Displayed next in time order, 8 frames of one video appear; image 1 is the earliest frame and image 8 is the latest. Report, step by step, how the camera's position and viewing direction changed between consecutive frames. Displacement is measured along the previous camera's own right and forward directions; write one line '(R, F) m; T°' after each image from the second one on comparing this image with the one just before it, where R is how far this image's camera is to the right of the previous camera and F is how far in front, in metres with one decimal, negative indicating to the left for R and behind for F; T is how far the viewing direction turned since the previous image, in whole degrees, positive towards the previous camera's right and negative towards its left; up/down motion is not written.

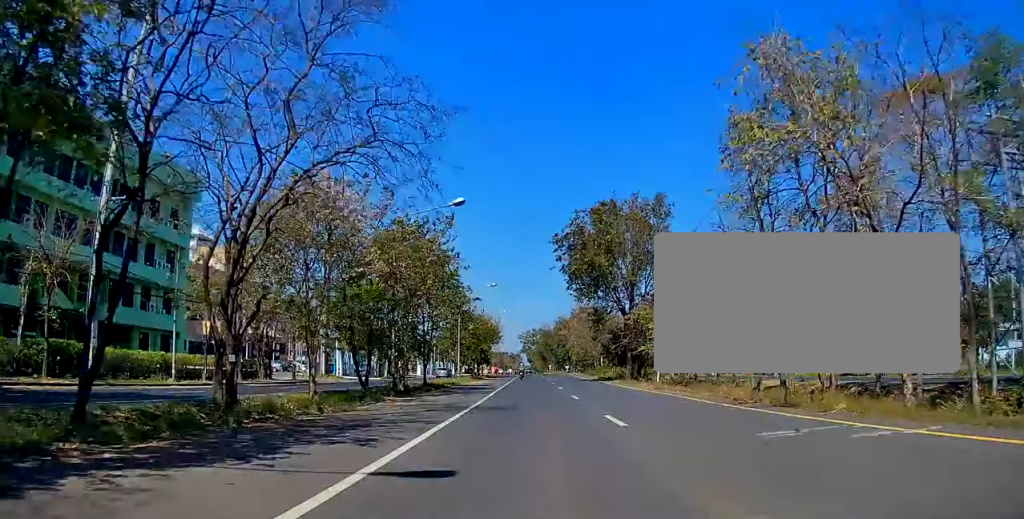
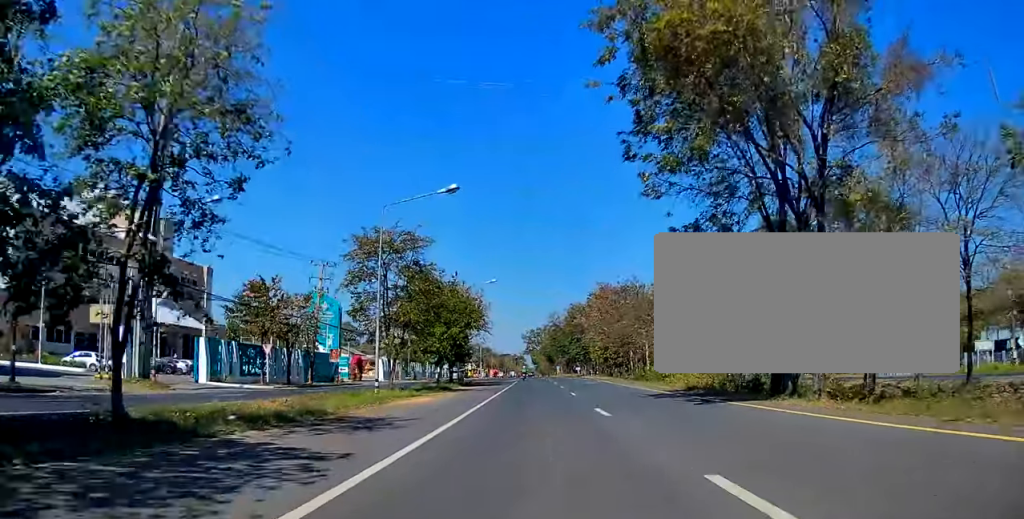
(0.0, +34.2) m; +2°
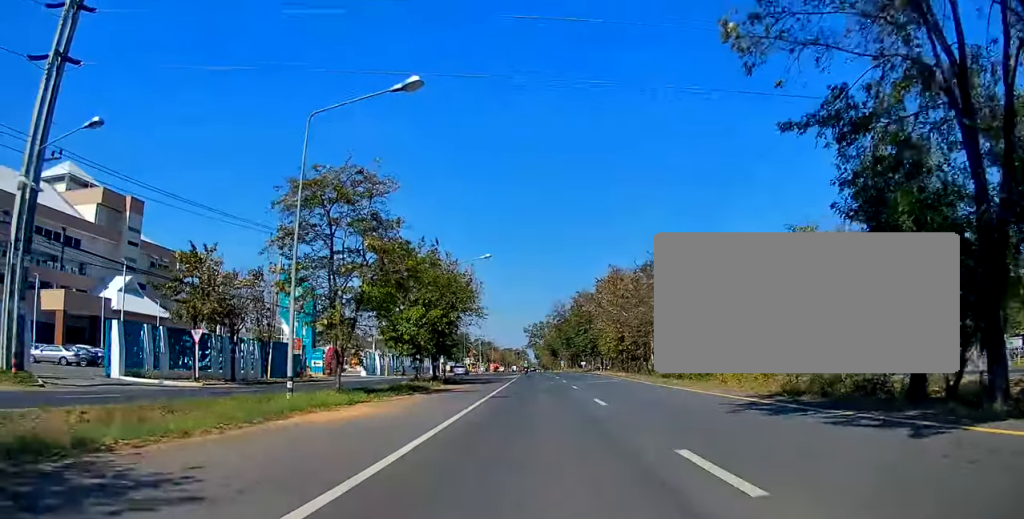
(+0.1, +10.6) m; 0°
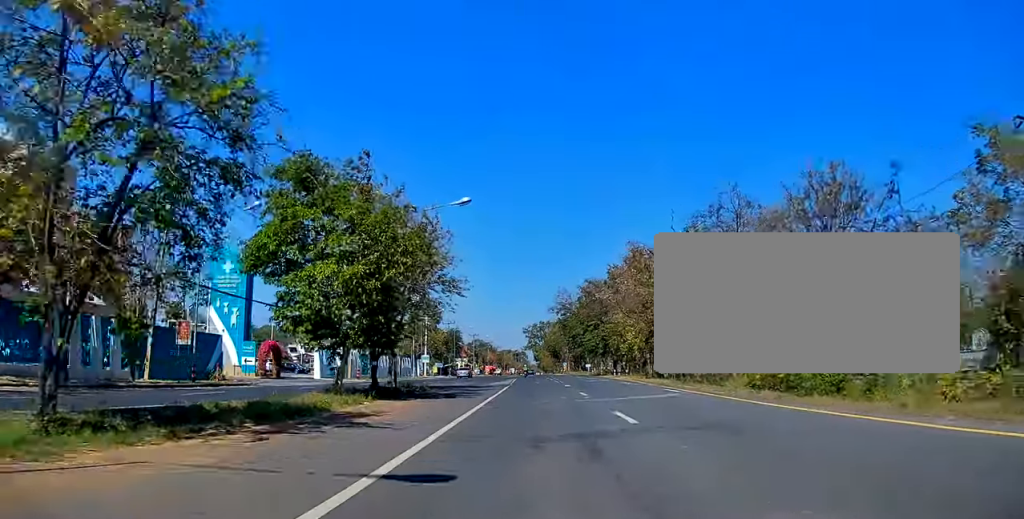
(0.0, +16.8) m; 0°
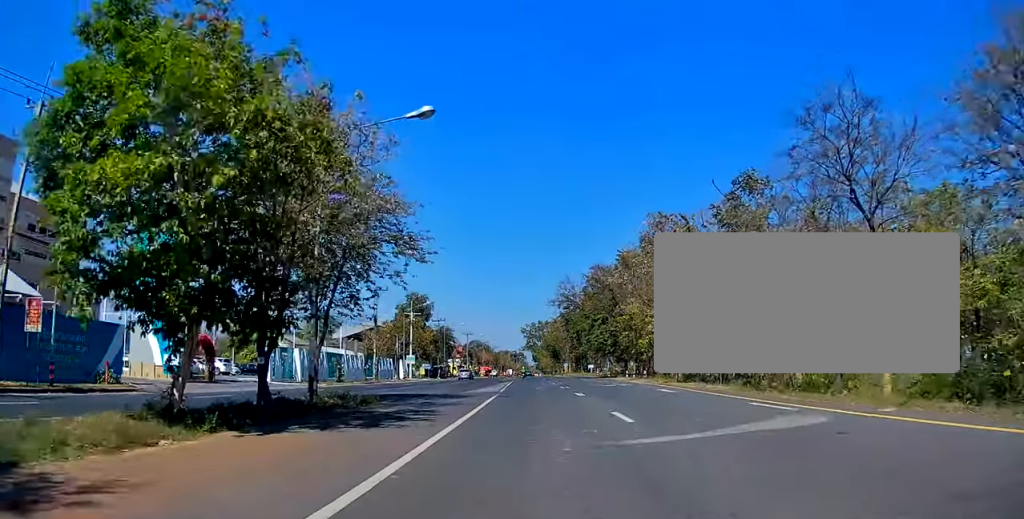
(0.0, +11.5) m; 0°
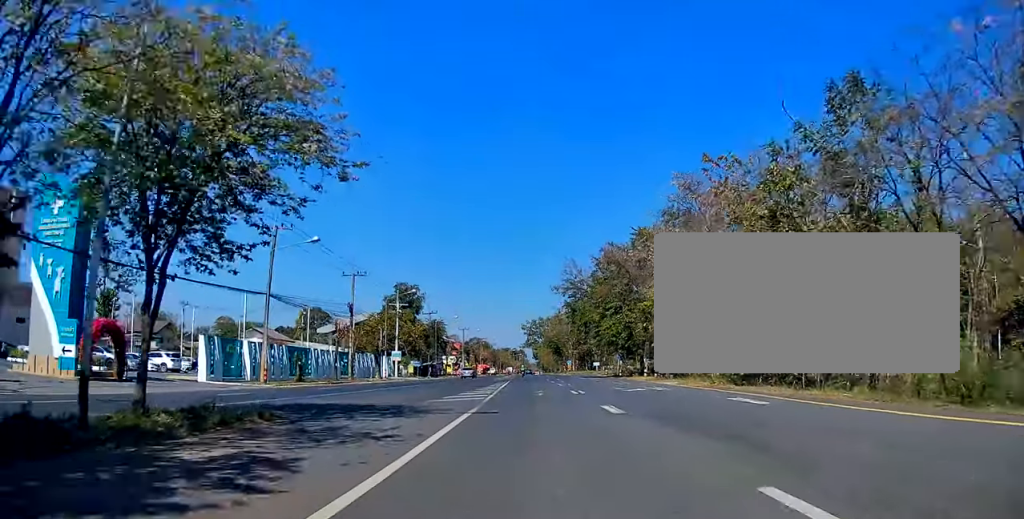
(-0.1, +10.4) m; +1°
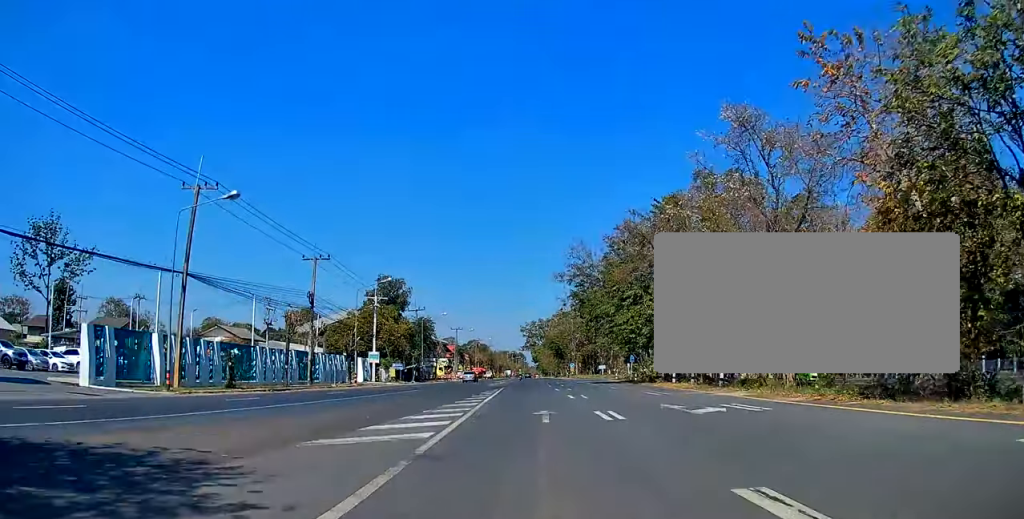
(+0.3, +11.4) m; 0°
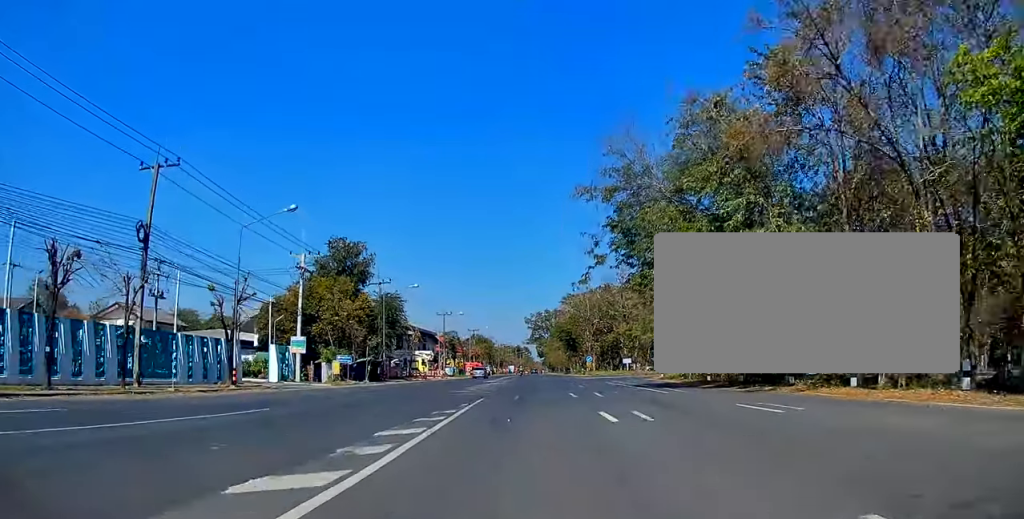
(-0.5, +25.5) m; -1°
